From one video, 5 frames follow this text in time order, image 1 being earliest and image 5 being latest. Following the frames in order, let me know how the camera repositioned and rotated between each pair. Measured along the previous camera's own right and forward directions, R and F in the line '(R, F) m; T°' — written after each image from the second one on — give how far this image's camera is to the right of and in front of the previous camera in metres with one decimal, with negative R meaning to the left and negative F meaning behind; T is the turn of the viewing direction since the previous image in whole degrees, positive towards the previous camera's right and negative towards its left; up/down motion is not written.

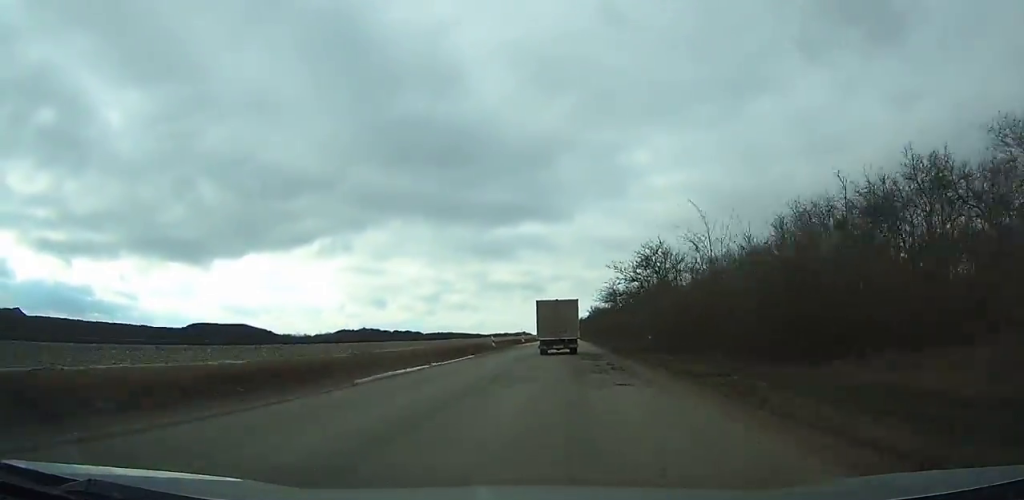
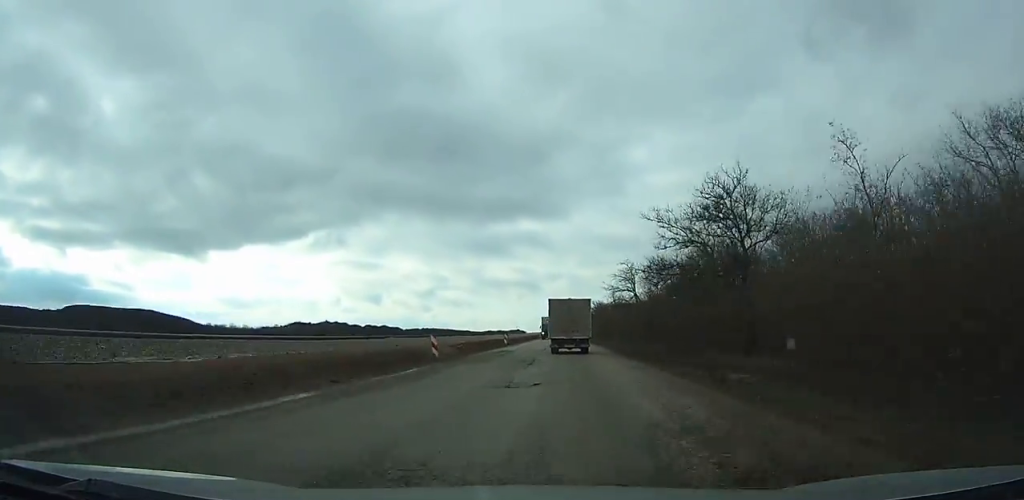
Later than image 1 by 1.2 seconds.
(-0.1, +23.3) m; 0°
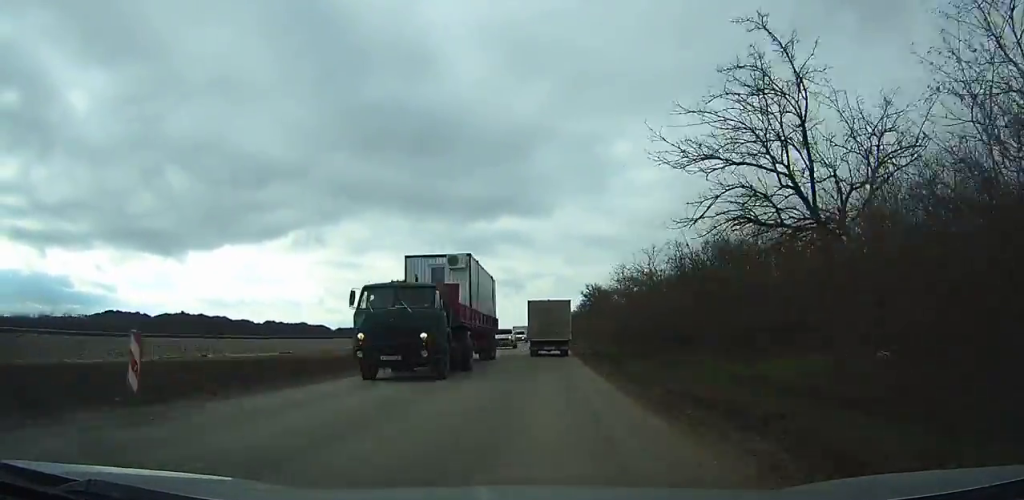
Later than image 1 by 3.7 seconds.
(+0.3, +47.8) m; 0°
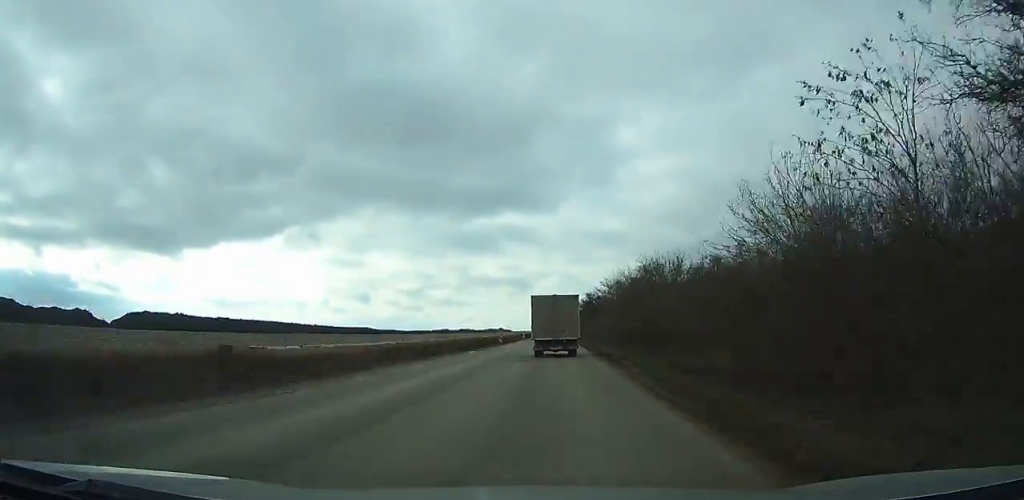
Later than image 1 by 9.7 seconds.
(-0.5, +116.3) m; 0°
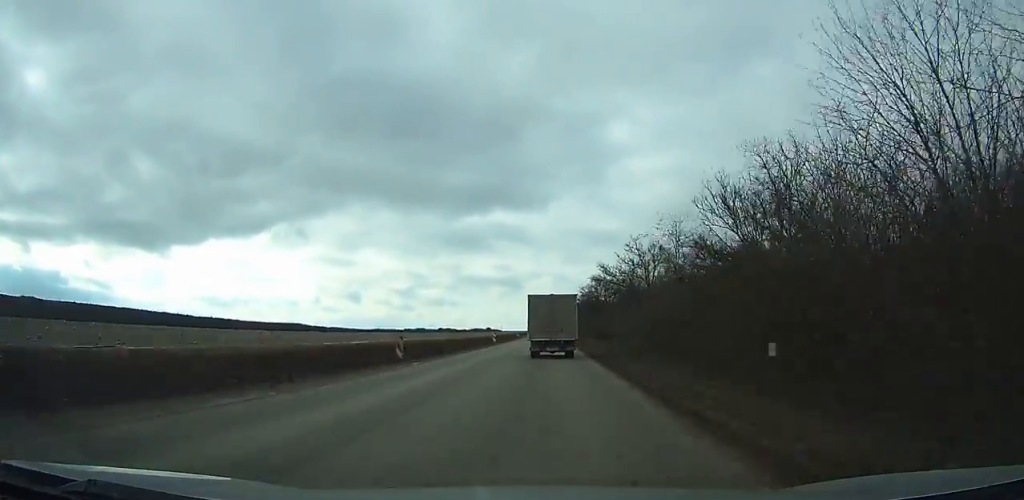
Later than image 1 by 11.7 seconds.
(-0.1, +39.9) m; 0°
